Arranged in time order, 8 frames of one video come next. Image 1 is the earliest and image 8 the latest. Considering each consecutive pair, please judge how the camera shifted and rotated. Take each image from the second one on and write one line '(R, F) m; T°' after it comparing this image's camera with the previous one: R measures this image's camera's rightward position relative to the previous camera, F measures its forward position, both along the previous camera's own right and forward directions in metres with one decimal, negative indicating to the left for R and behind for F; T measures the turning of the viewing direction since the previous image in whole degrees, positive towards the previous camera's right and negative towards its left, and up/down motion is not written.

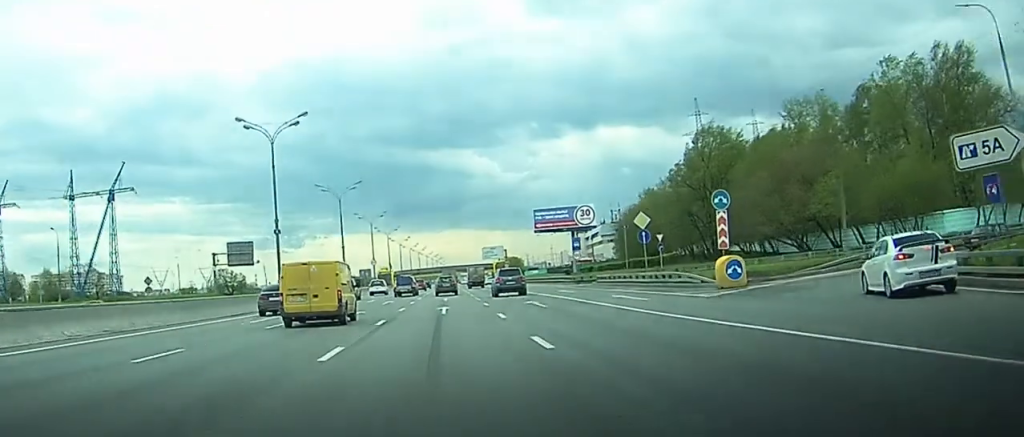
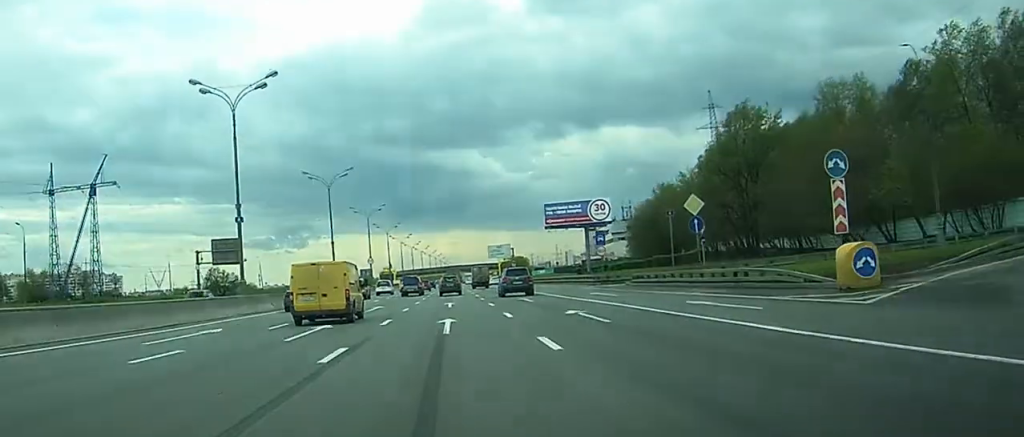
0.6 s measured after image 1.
(0.0, +13.4) m; 0°
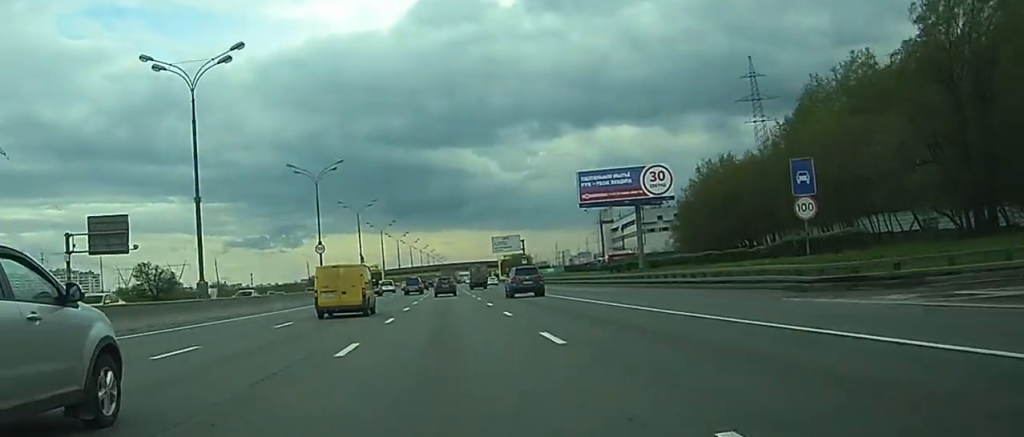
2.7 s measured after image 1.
(+0.6, +51.1) m; +1°
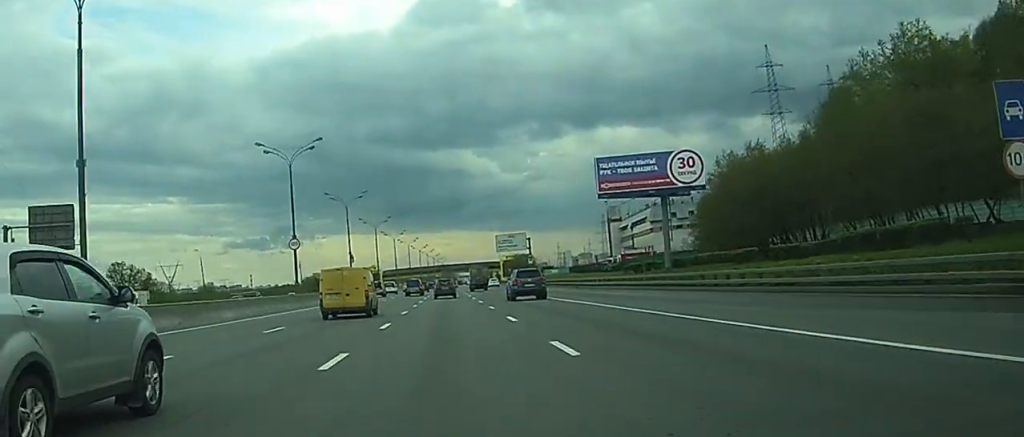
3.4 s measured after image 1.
(0.0, +14.7) m; 0°
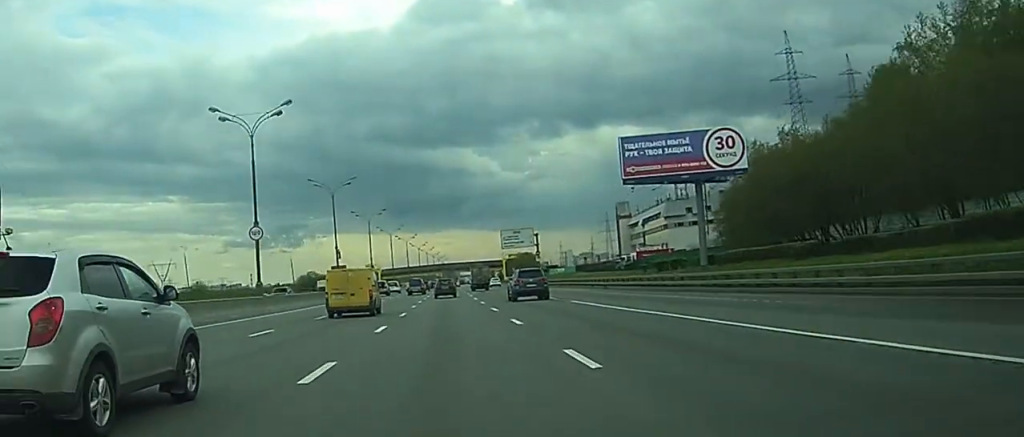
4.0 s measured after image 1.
(0.0, +14.5) m; 0°
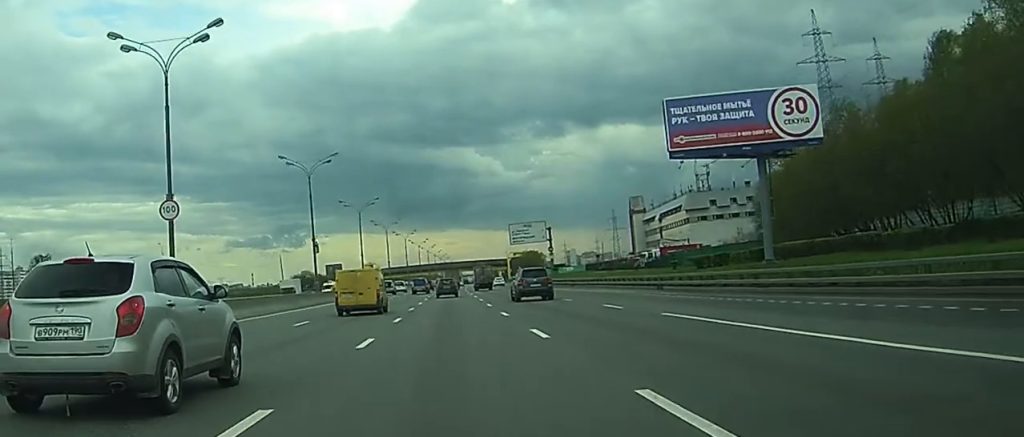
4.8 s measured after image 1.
(0.0, +17.7) m; 0°
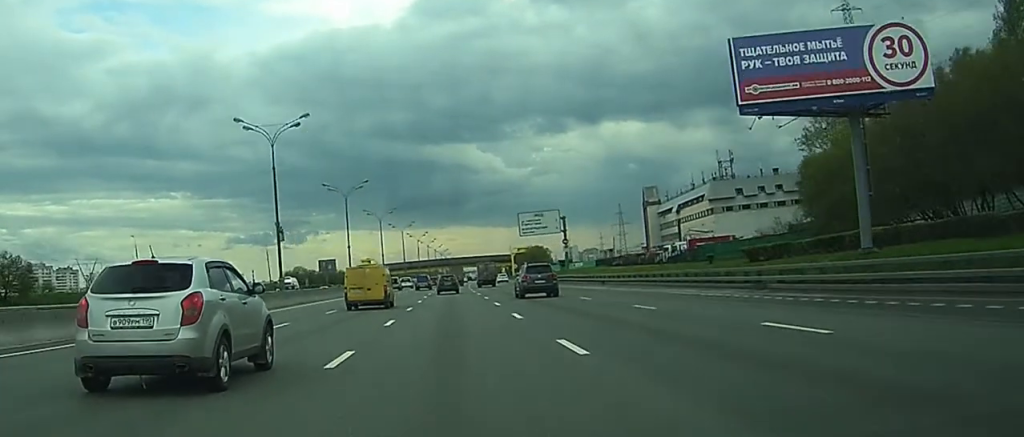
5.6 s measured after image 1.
(0.0, +16.3) m; -2°
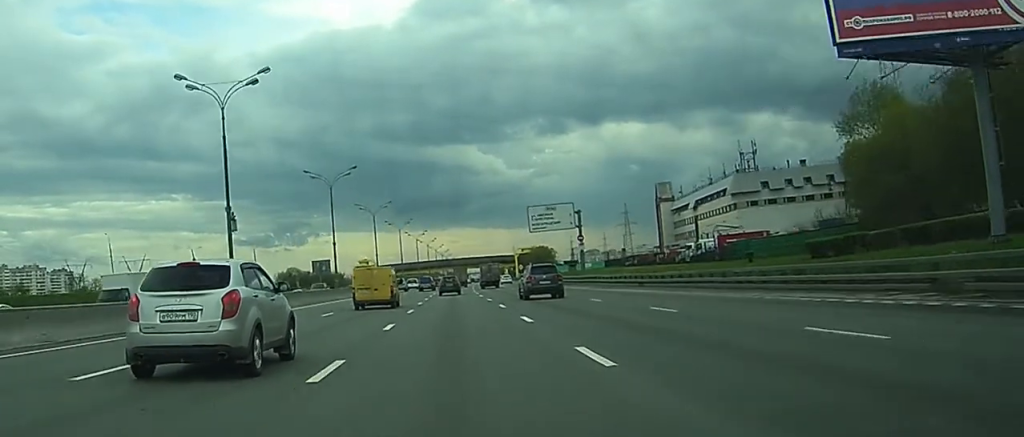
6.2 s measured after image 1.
(+0.6, +13.0) m; -4°
